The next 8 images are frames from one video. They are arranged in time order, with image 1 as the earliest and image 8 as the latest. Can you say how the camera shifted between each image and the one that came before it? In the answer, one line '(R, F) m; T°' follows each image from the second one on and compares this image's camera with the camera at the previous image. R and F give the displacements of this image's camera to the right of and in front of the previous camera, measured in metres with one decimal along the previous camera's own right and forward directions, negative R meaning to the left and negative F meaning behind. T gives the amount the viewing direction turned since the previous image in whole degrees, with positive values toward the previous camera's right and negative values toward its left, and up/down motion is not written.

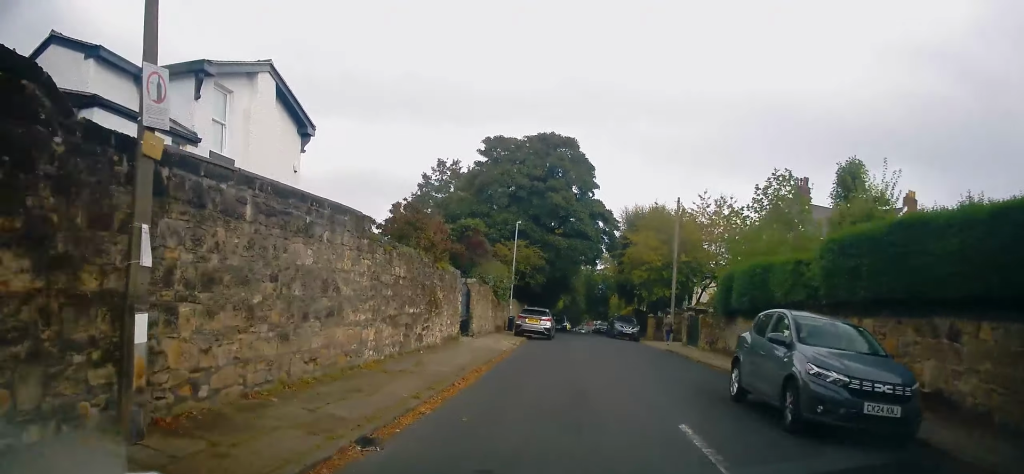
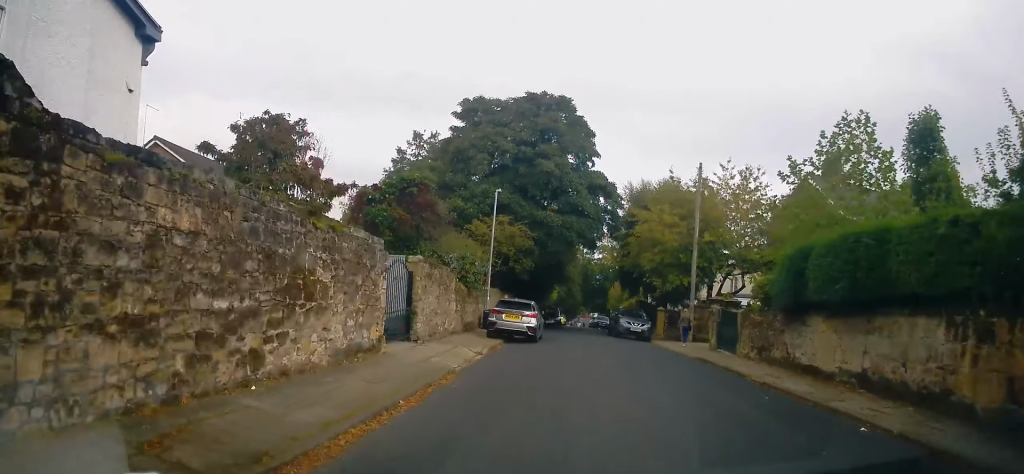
(-0.2, +7.6) m; -1°
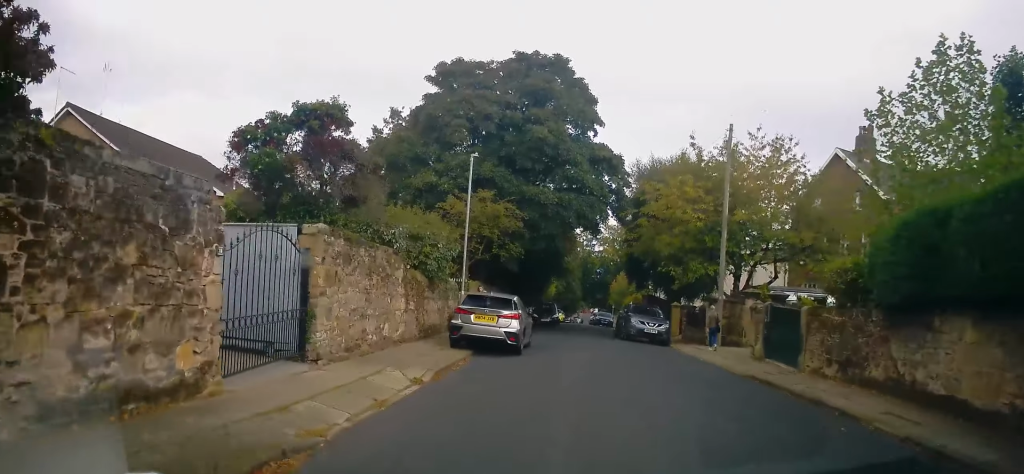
(0.0, +6.2) m; 0°
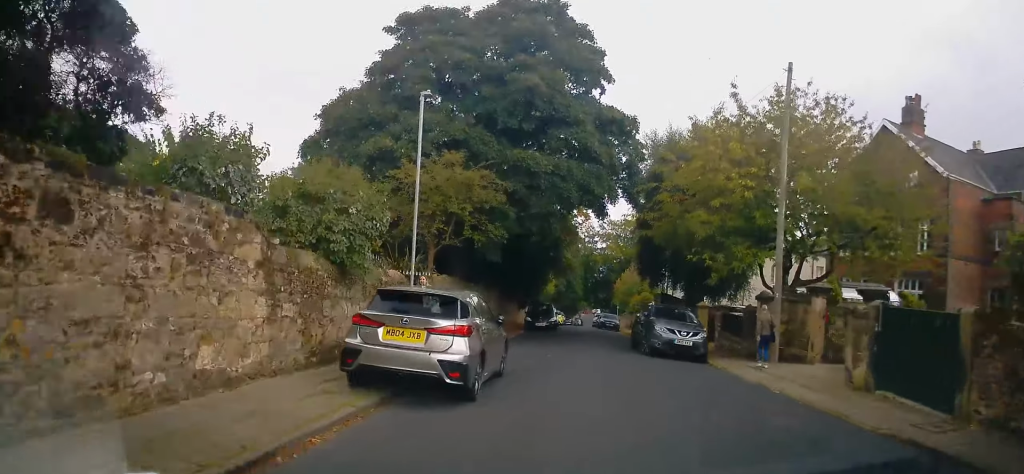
(0.0, +6.9) m; -1°
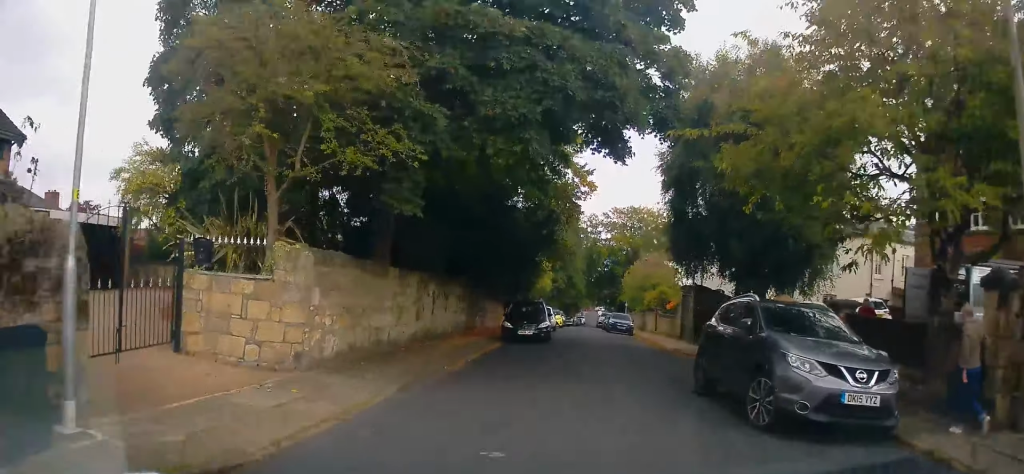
(-0.3, +10.8) m; 0°
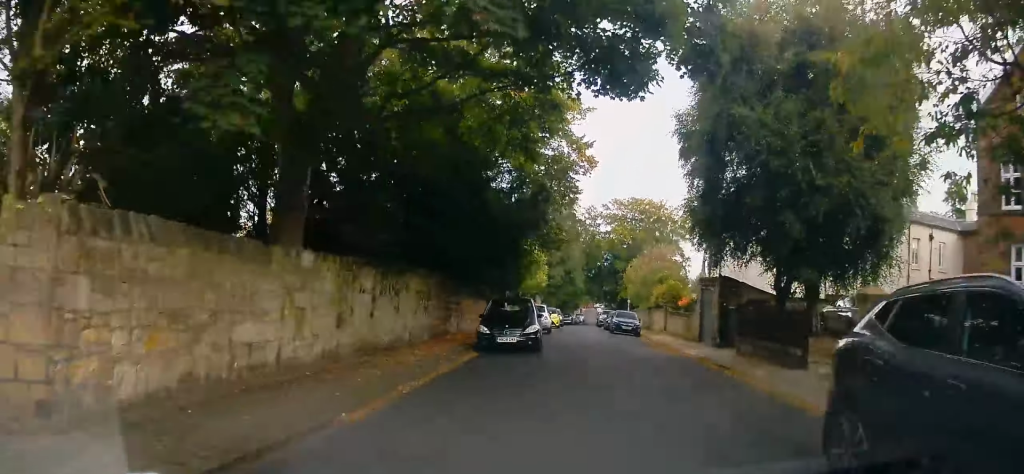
(+0.1, +5.3) m; +3°
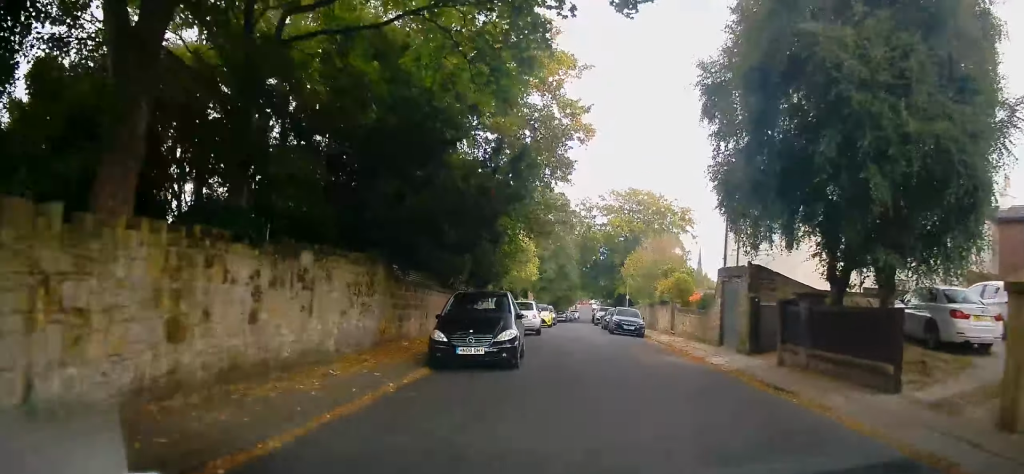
(+0.1, +4.8) m; +1°
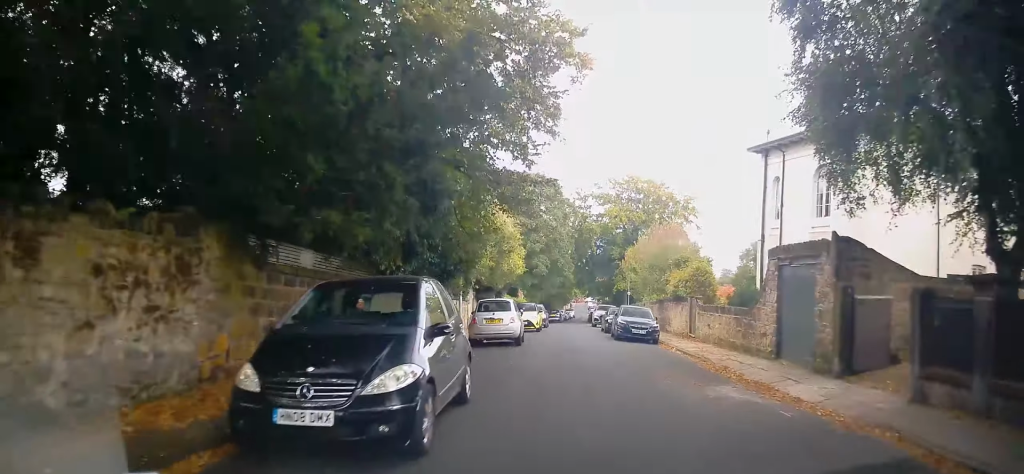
(+0.1, +6.9) m; 0°
